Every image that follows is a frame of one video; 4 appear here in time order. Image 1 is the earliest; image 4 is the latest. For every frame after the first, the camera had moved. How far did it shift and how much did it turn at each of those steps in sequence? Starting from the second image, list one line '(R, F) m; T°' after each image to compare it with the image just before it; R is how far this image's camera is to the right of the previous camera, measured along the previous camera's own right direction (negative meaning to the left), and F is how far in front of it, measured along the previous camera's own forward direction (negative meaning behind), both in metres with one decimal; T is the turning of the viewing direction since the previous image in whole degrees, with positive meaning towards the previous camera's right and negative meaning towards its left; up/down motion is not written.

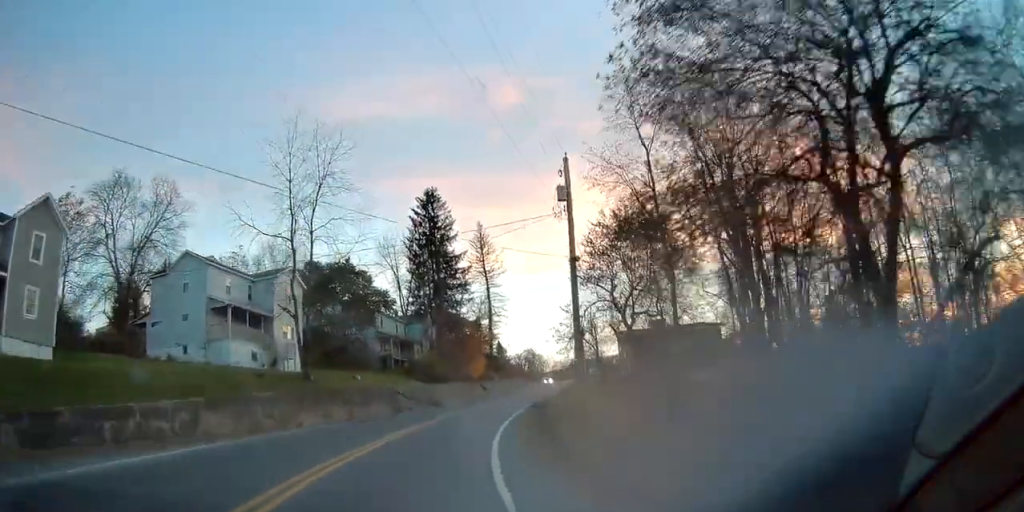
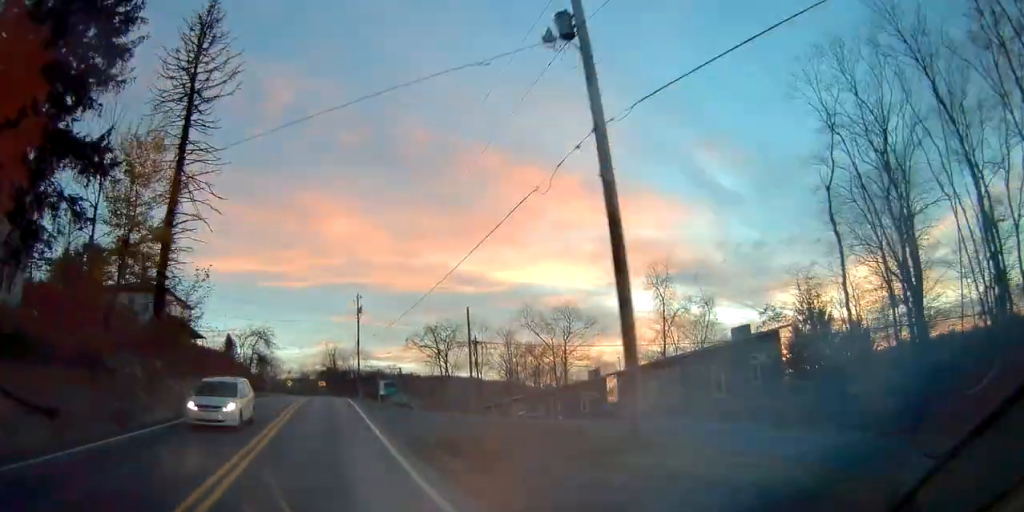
(+18.7, +54.4) m; +29°
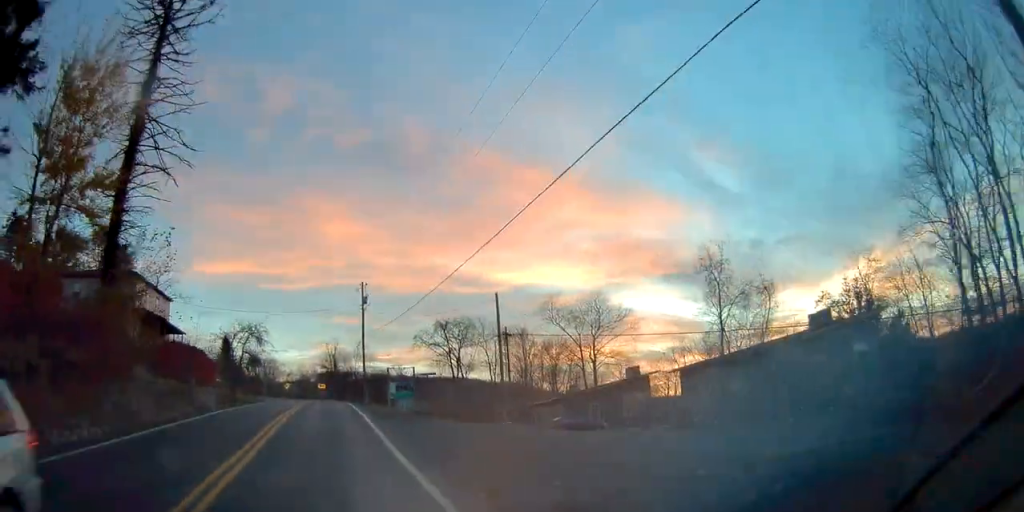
(0.0, +8.0) m; 0°
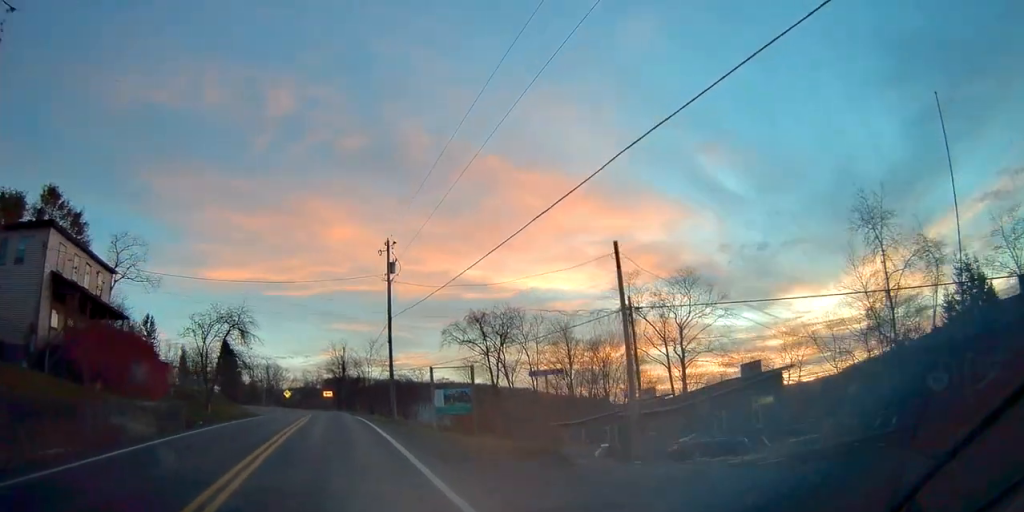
(+0.2, +15.7) m; +1°
